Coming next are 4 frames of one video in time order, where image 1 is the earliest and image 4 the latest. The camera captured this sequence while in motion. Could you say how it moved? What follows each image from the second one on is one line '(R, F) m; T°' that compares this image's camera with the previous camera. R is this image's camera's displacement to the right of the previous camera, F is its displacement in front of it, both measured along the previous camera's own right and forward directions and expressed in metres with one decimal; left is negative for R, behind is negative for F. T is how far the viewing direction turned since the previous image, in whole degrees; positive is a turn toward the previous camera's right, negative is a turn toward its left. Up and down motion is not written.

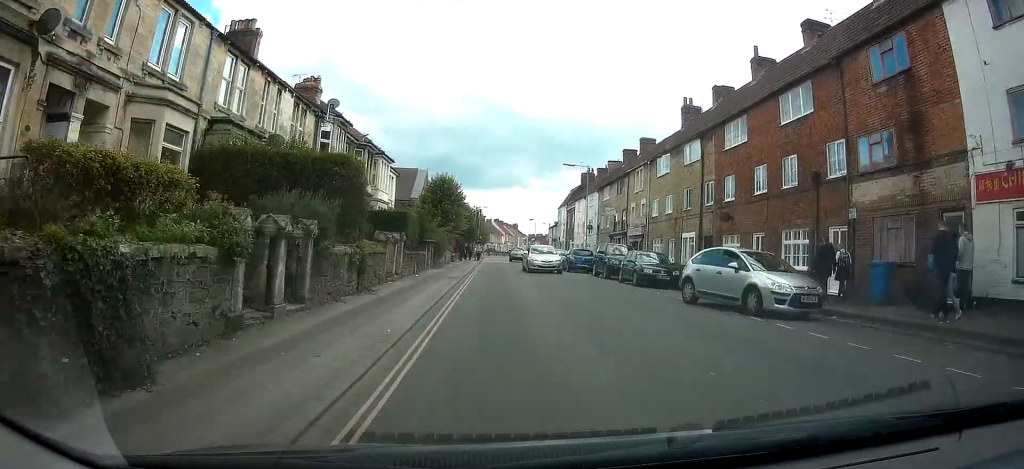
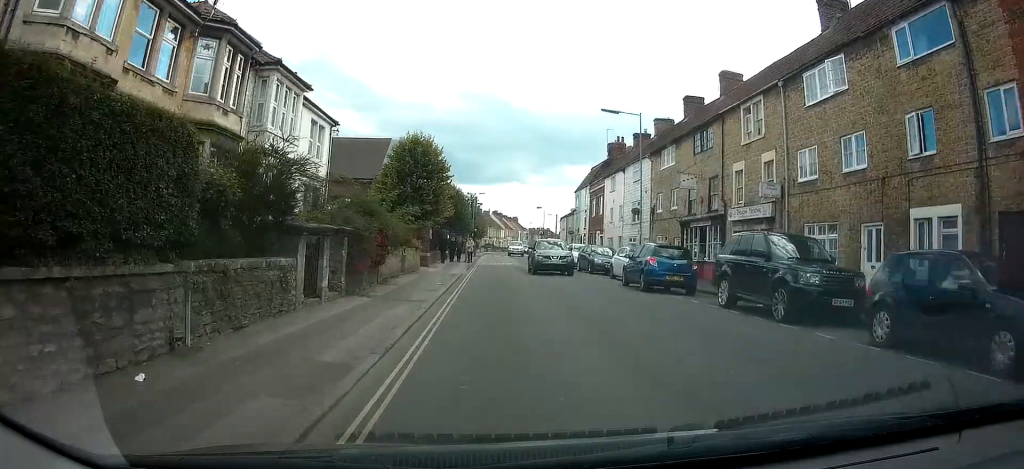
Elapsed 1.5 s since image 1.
(-0.4, +17.3) m; -2°
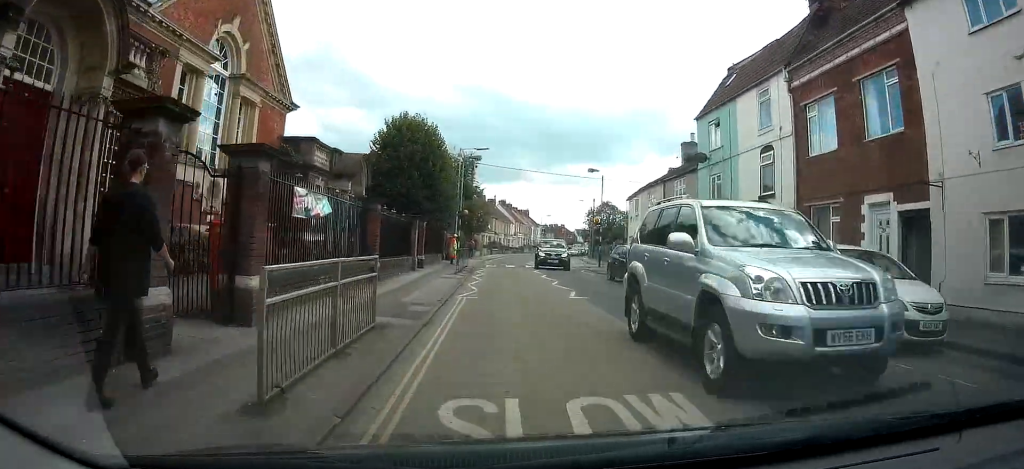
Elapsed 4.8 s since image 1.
(+1.5, +34.3) m; 0°
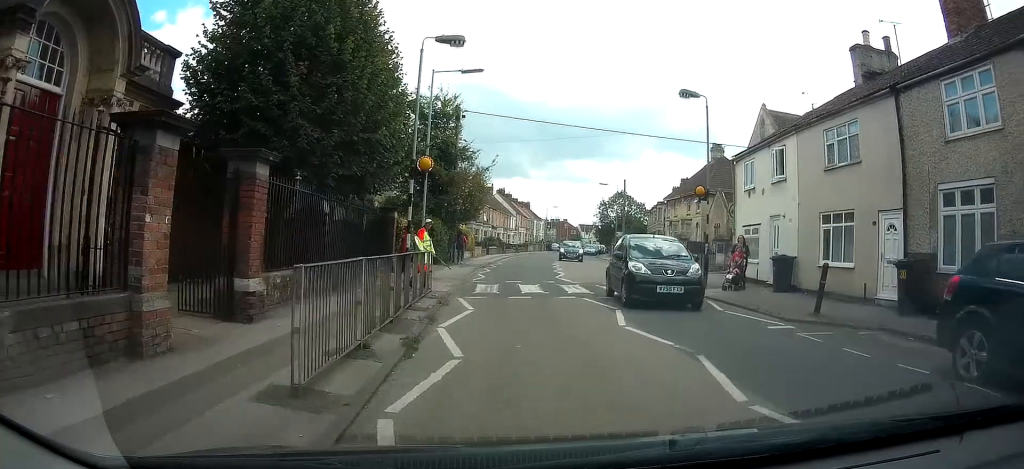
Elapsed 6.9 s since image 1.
(+0.1, +17.3) m; +1°
